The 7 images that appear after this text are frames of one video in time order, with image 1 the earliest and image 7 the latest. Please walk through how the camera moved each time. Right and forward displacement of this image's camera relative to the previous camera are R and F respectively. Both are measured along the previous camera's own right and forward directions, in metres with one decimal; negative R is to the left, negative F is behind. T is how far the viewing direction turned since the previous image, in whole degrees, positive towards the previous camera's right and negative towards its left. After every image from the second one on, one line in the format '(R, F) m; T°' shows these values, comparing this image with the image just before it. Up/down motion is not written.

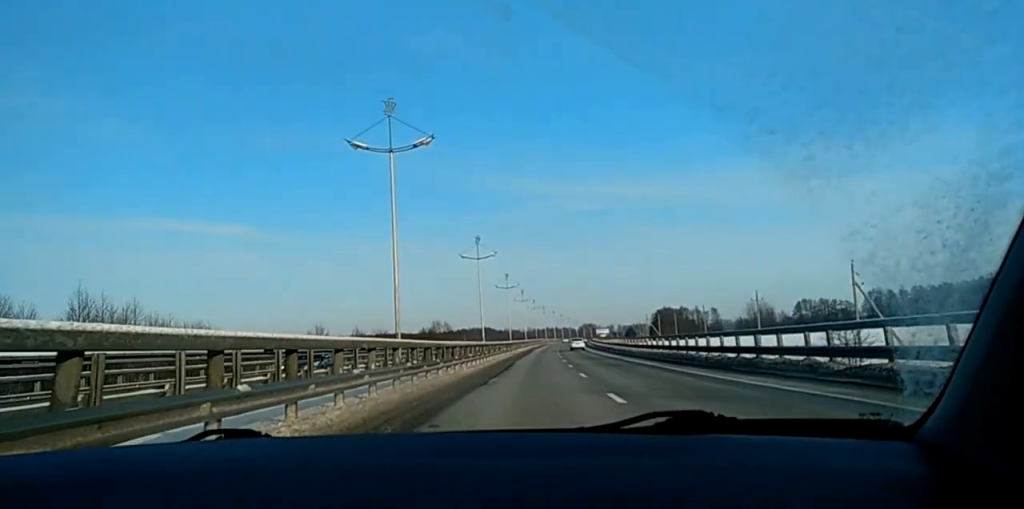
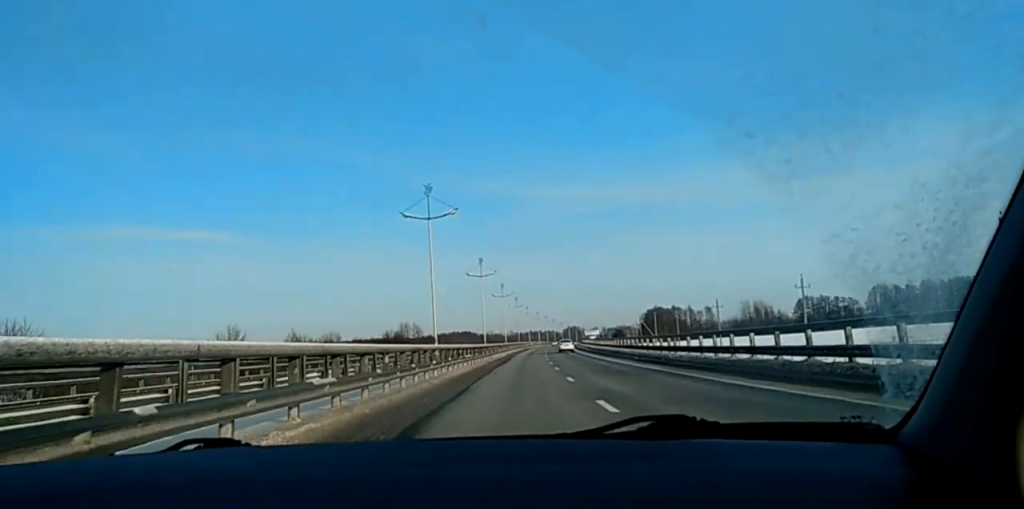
(+0.2, +25.3) m; +1°
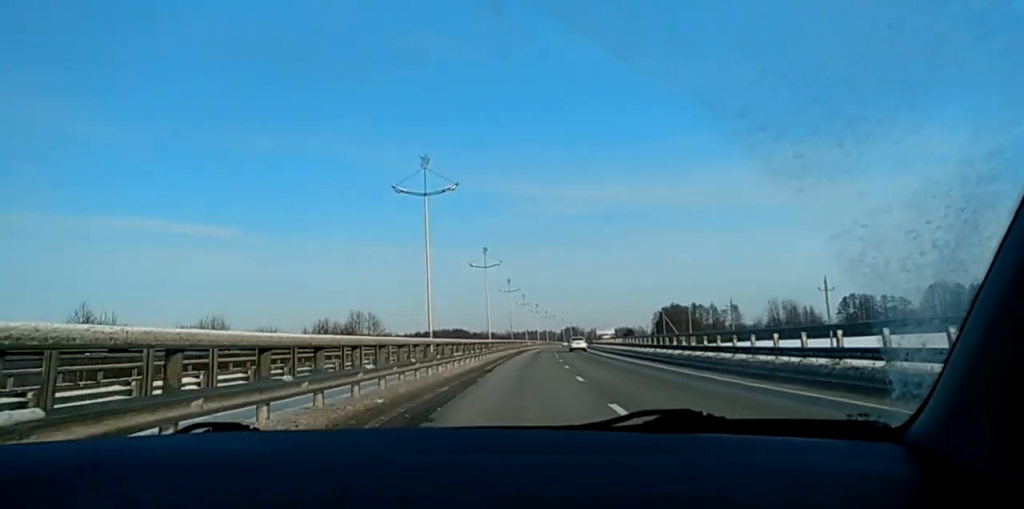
(+0.5, +49.9) m; 0°
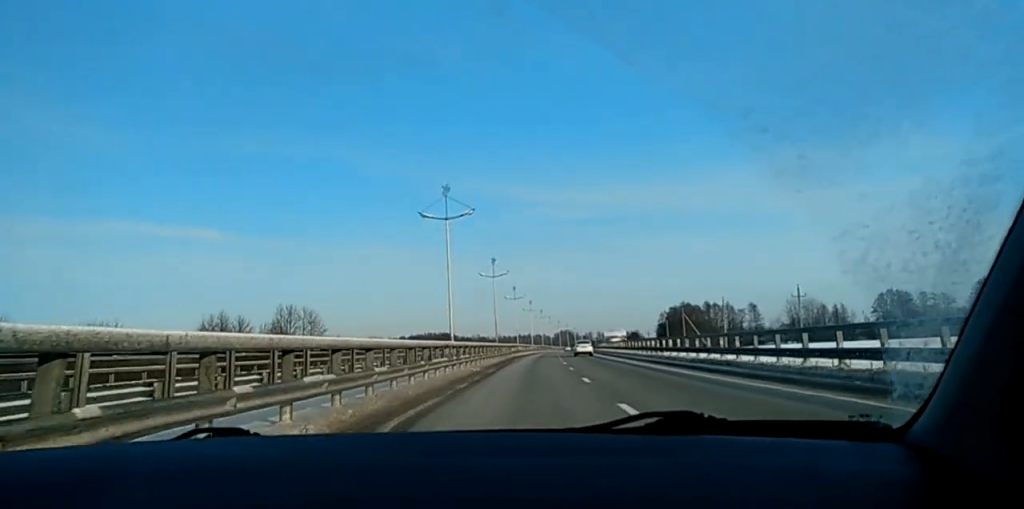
(-0.3, +36.1) m; 0°
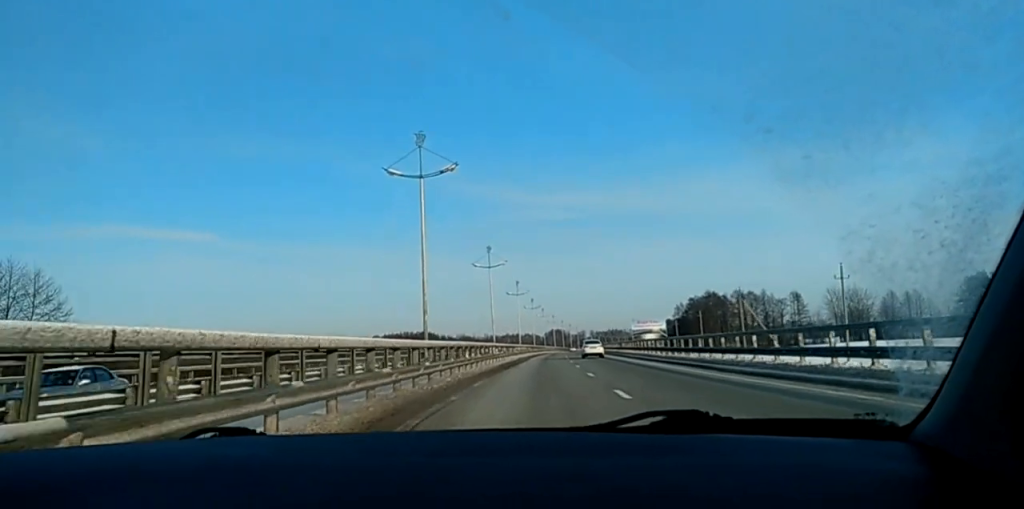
(+1.2, +59.4) m; +2°
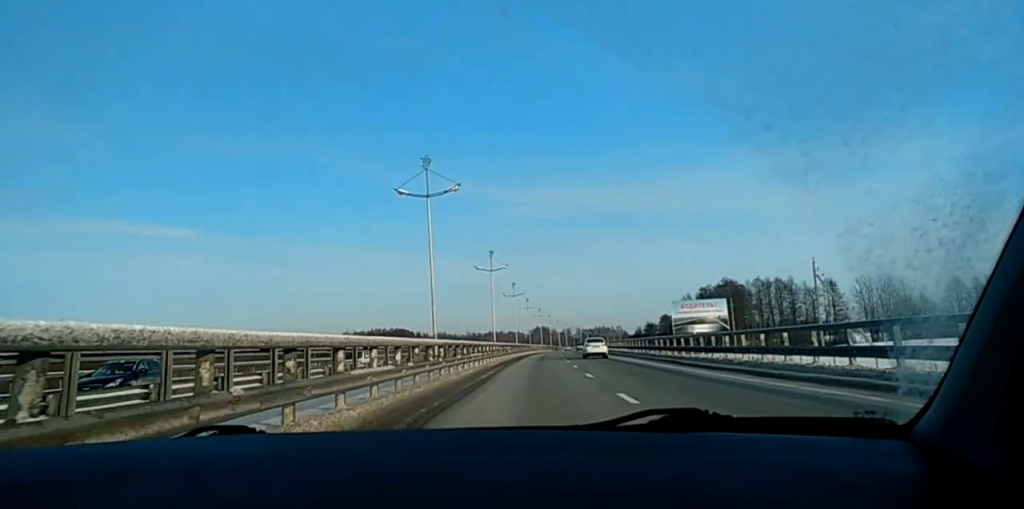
(+0.3, +41.3) m; +1°
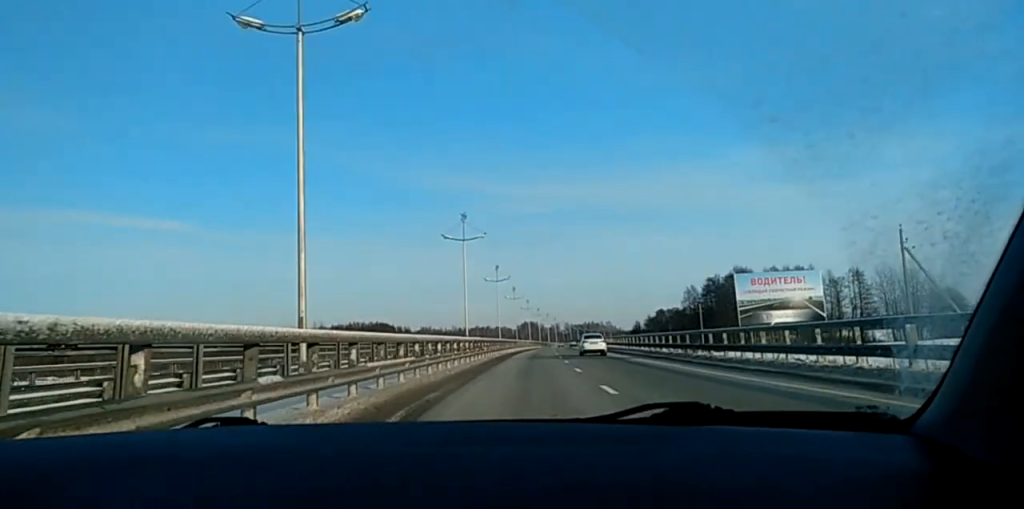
(0.0, +26.0) m; 0°
